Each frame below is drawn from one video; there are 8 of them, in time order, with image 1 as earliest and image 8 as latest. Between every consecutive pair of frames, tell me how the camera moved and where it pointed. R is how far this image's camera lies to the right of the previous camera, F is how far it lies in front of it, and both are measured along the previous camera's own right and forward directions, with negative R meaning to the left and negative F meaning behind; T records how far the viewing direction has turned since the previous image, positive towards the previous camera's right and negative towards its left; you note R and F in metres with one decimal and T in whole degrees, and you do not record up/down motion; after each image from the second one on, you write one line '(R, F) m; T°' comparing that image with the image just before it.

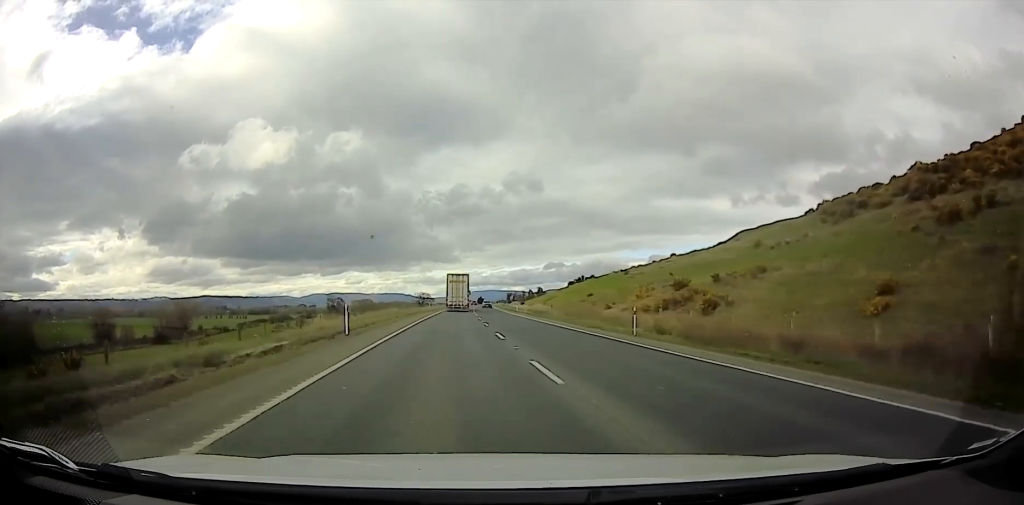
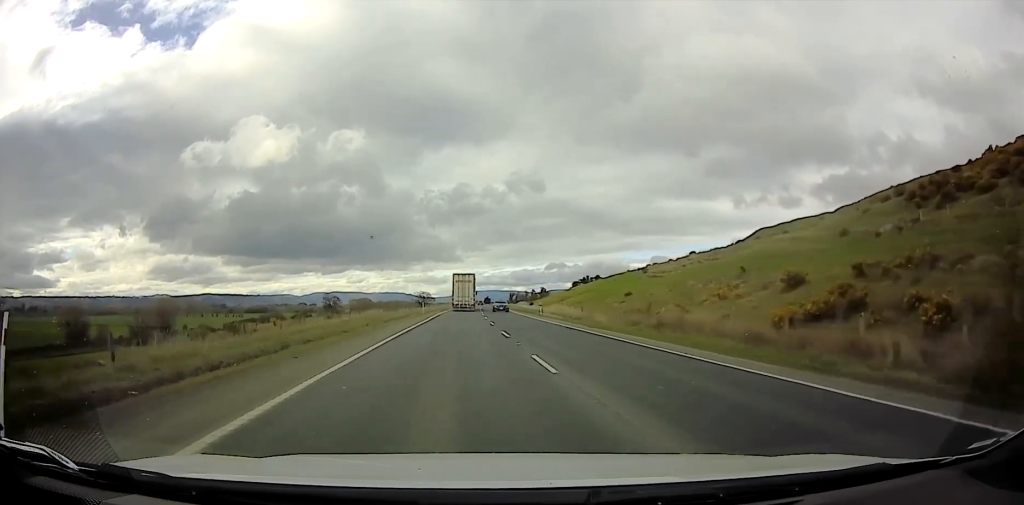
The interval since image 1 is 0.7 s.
(-0.3, +18.3) m; -1°
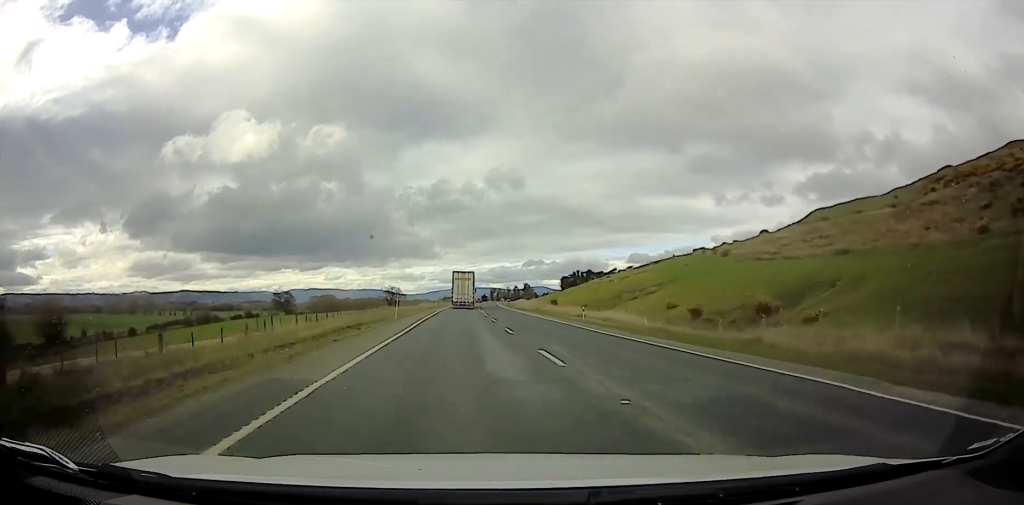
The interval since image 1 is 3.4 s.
(+2.0, +76.9) m; +3°
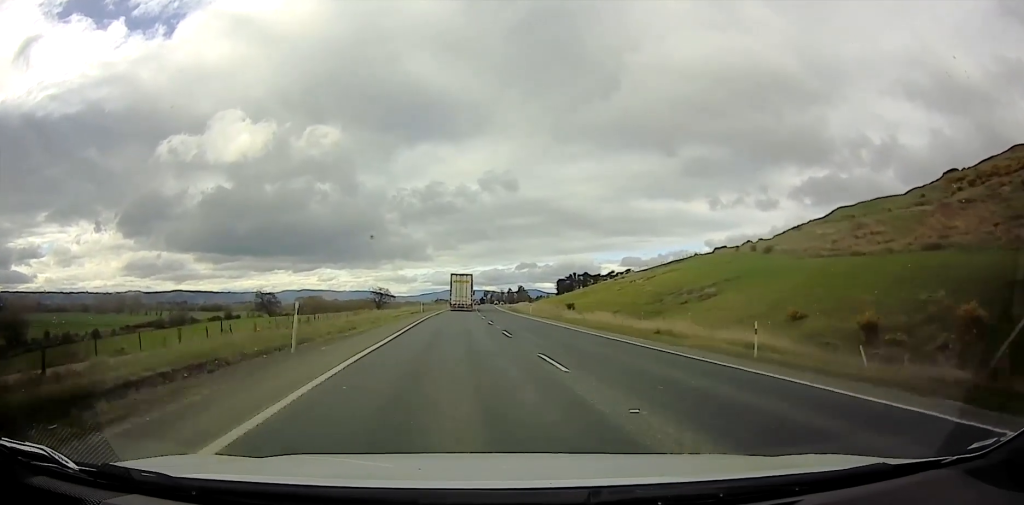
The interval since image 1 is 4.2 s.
(0.0, +20.9) m; +1°
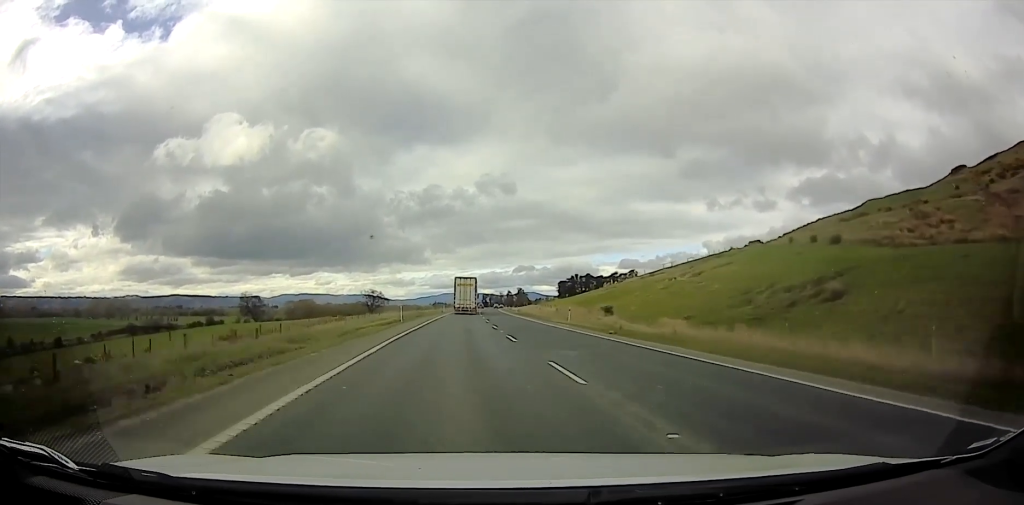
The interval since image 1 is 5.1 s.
(+0.3, +20.7) m; +2°
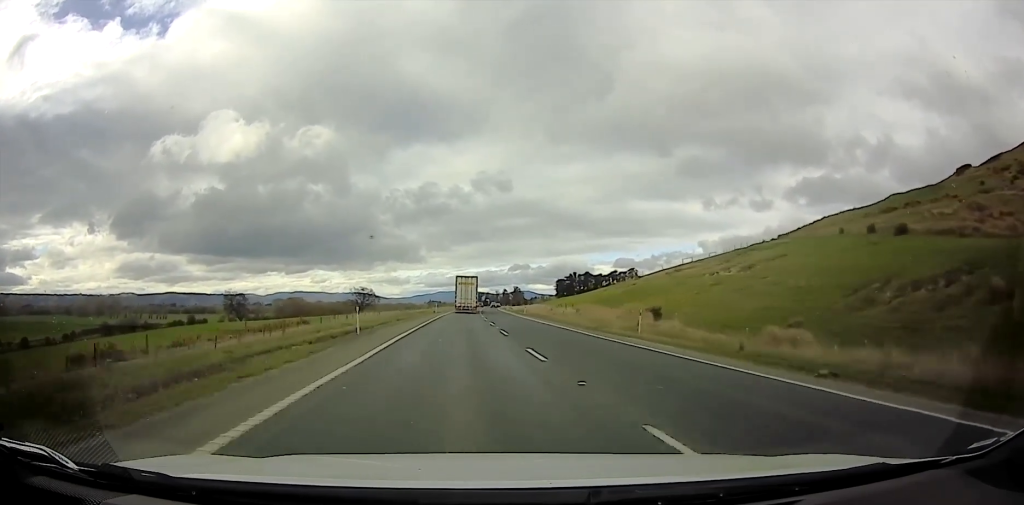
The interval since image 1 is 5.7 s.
(+0.2, +15.0) m; +1°
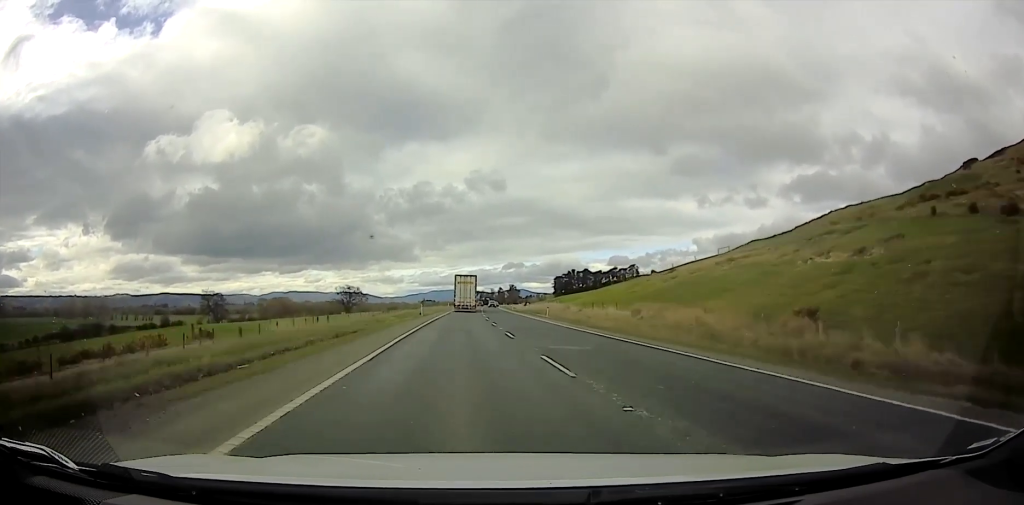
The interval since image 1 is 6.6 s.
(+0.3, +19.1) m; 0°
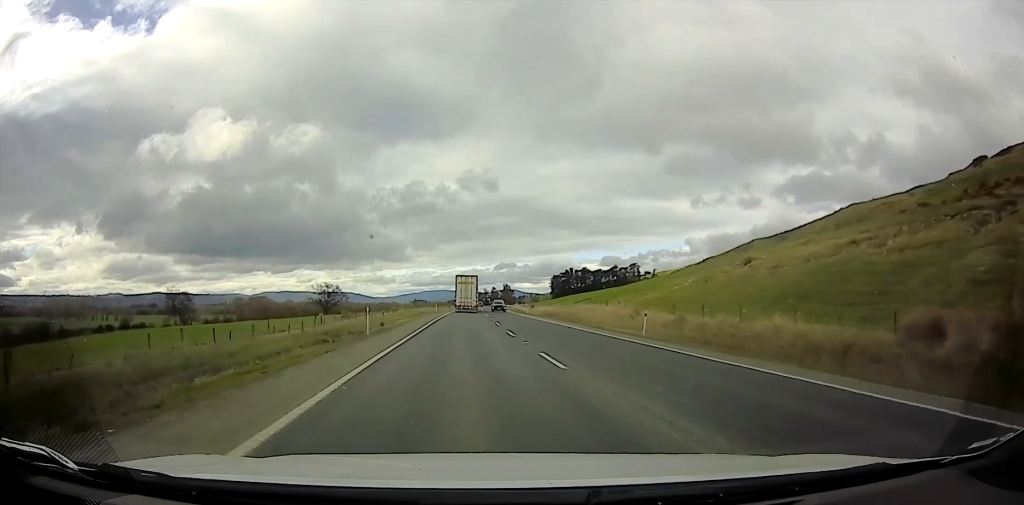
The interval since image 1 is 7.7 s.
(-0.3, +24.2) m; -1°
